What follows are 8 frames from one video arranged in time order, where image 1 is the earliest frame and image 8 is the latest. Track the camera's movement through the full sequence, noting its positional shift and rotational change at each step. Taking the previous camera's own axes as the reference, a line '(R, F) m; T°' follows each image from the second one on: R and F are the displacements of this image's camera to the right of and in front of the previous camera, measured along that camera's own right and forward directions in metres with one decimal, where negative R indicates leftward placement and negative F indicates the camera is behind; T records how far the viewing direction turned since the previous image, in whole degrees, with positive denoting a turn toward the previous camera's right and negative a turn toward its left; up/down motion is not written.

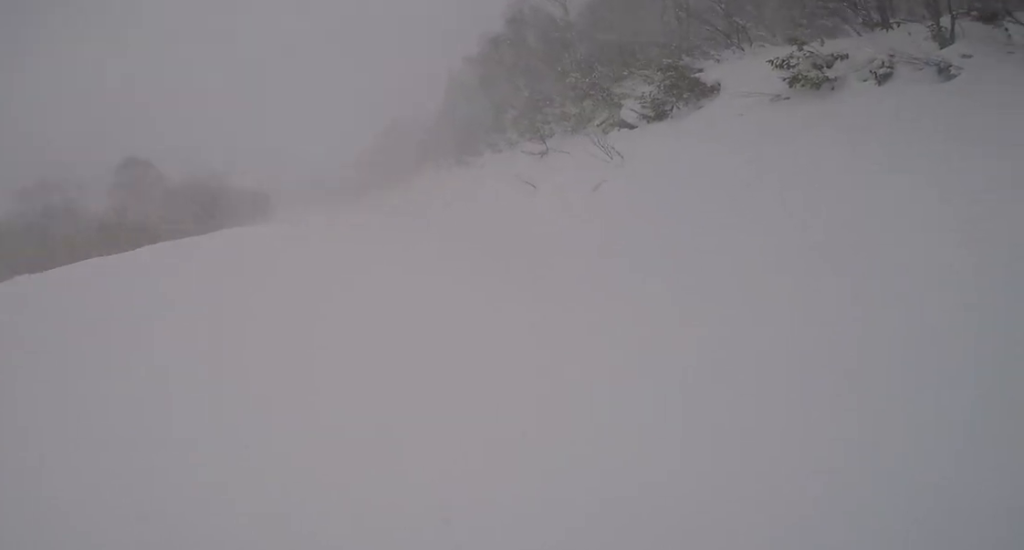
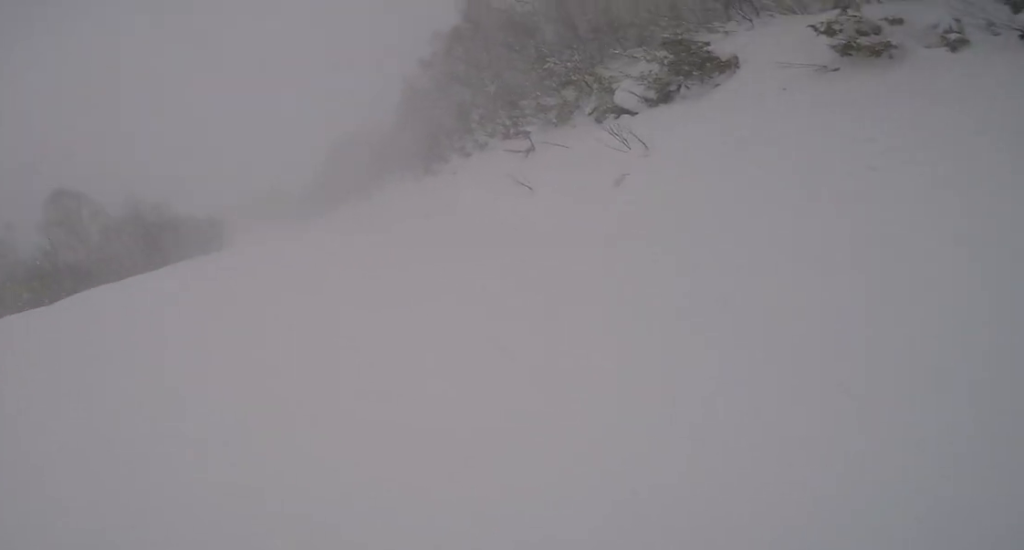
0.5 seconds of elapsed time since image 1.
(+0.2, +3.2) m; 0°
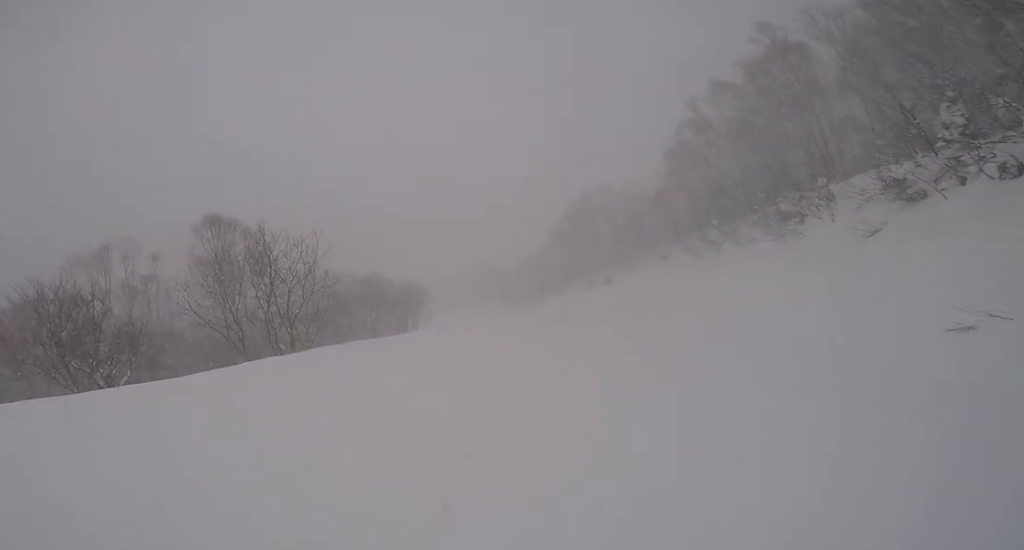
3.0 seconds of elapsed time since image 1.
(-0.8, +19.1) m; -4°
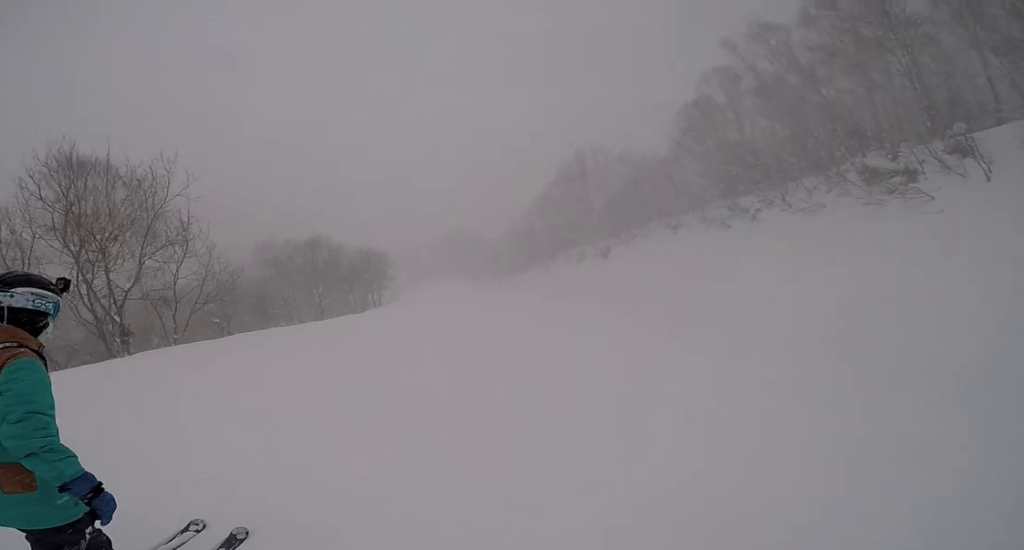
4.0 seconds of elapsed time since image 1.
(0.0, +8.1) m; 0°
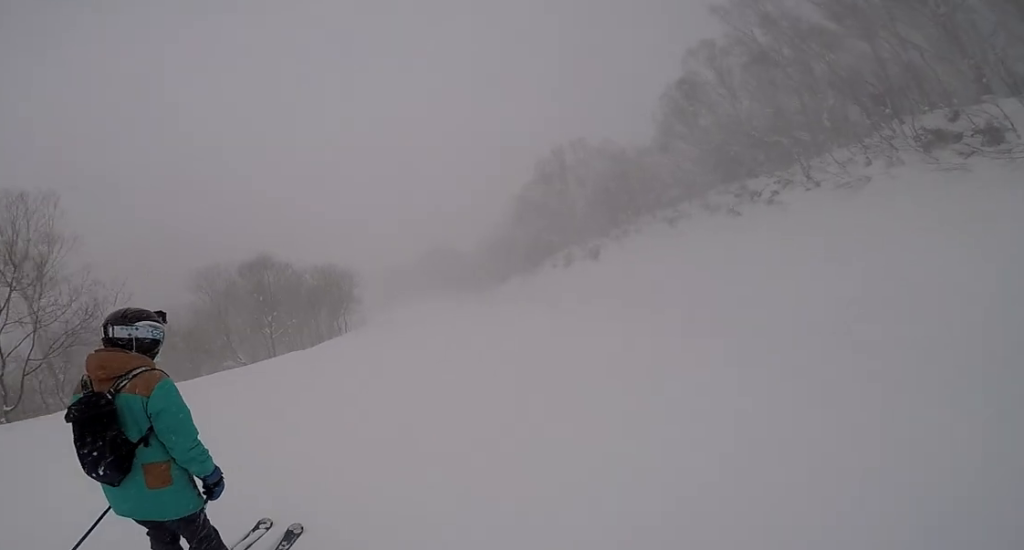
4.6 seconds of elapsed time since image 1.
(0.0, +5.0) m; 0°
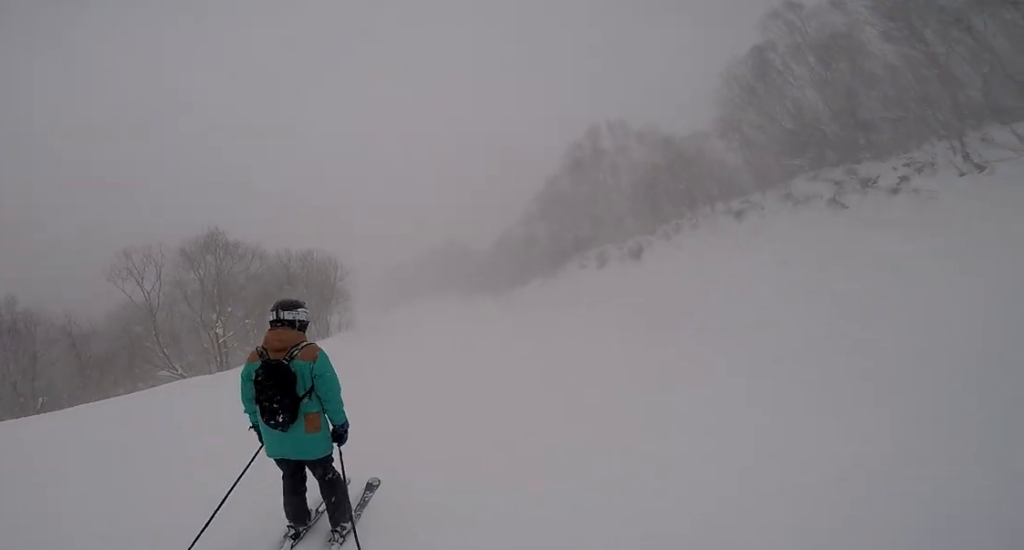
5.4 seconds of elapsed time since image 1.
(0.0, +6.7) m; 0°
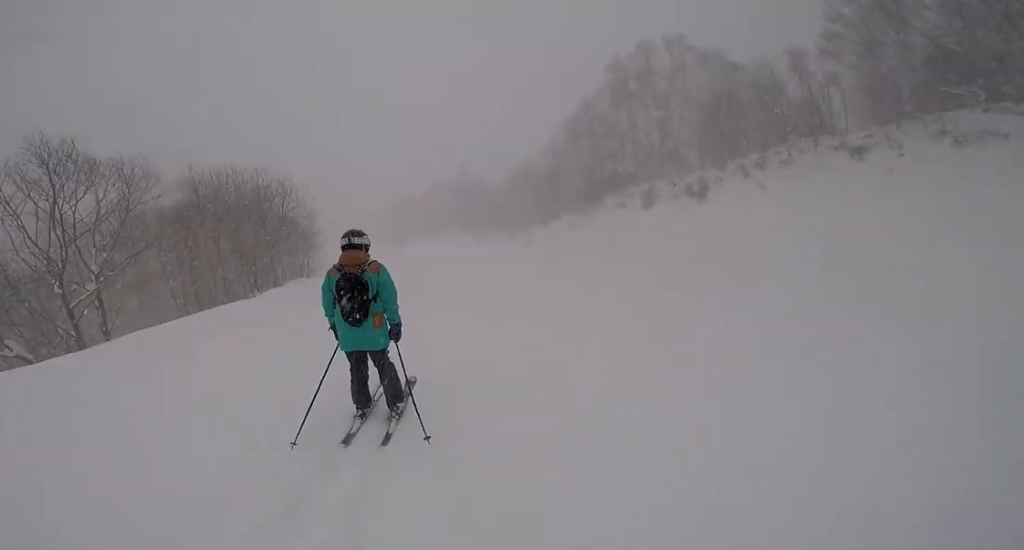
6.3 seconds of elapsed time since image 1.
(0.0, +7.7) m; -1°
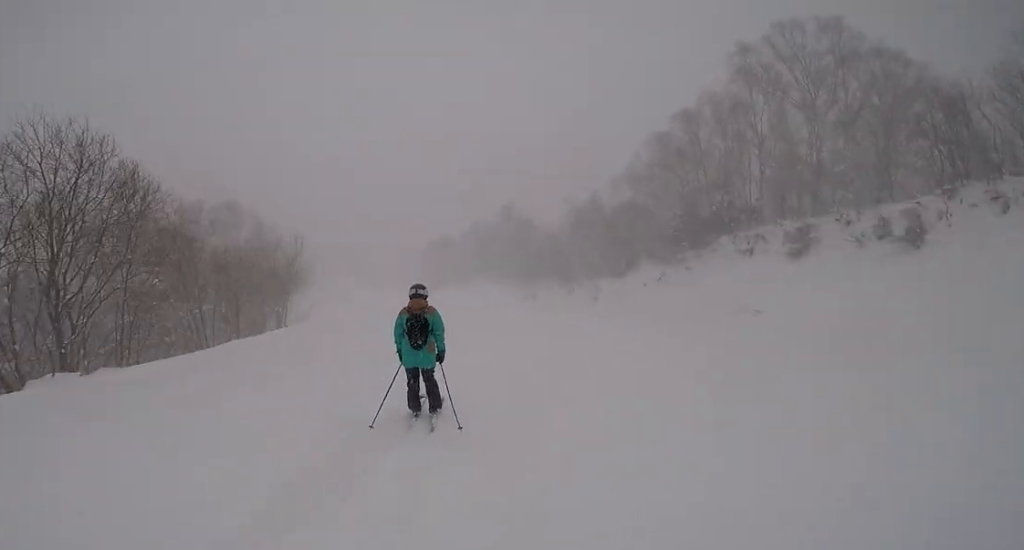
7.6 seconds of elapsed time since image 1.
(-0.3, +11.6) m; -8°
